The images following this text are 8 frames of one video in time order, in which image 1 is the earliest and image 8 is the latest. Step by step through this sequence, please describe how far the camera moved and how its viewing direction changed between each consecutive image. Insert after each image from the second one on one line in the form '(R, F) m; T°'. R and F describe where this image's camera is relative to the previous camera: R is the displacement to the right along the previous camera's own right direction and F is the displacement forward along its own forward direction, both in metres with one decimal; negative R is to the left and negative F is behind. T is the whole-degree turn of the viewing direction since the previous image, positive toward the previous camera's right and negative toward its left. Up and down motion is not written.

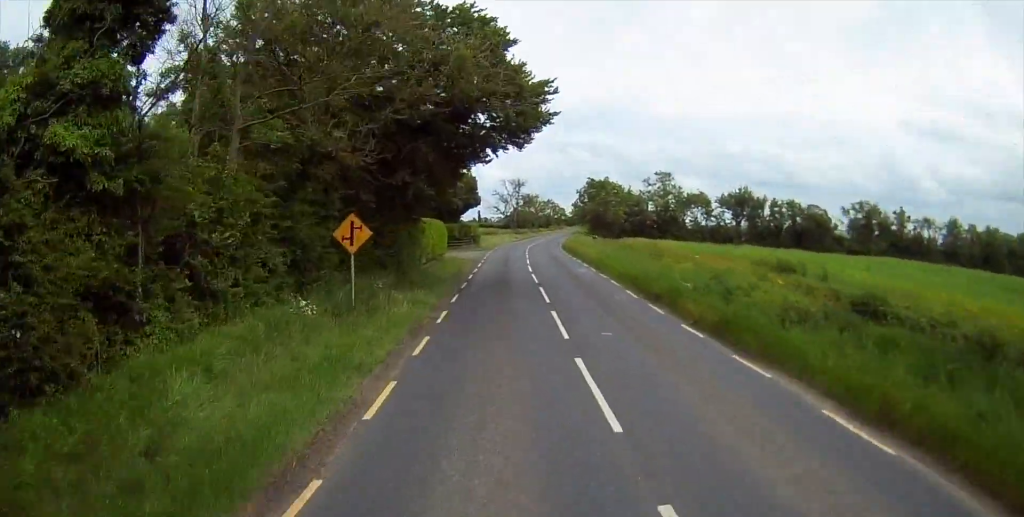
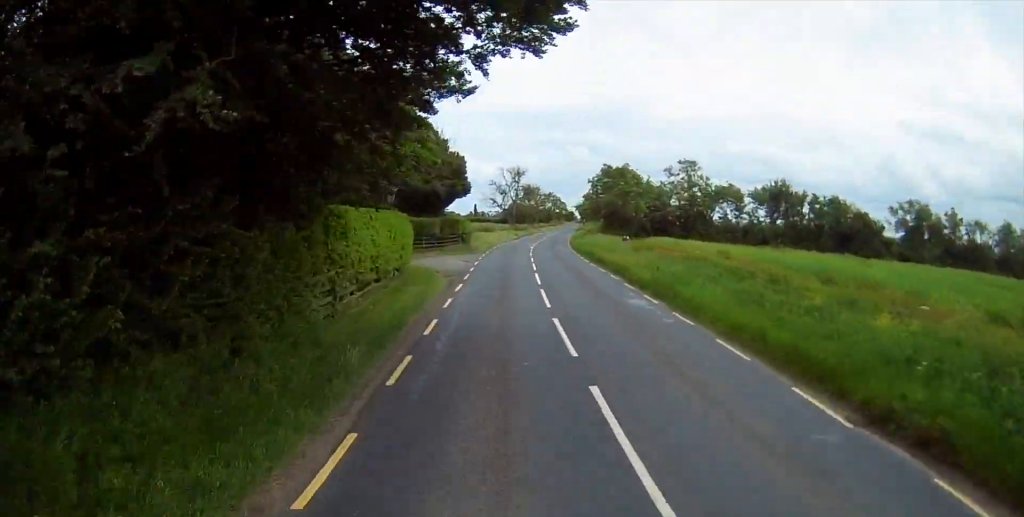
(0.0, +15.2) m; 0°
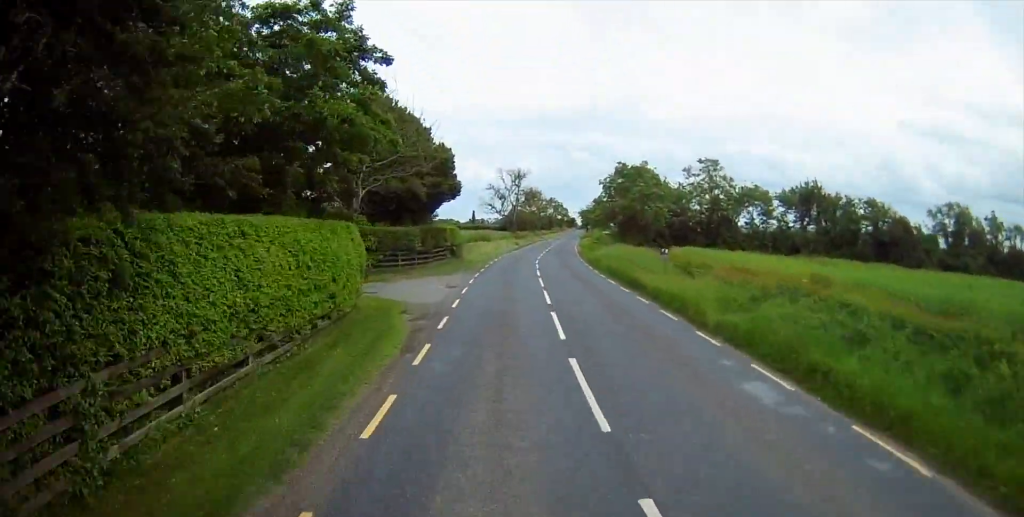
(-0.2, +10.1) m; 0°
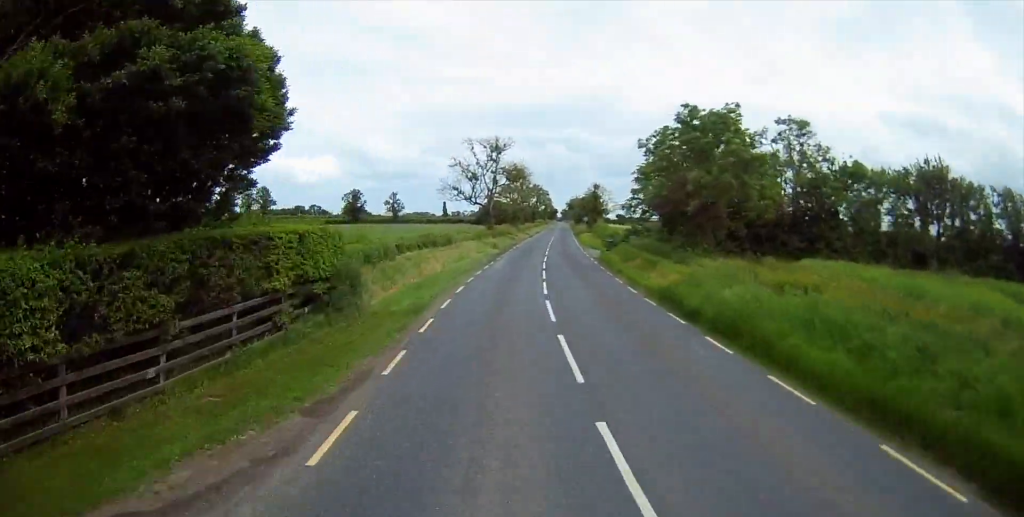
(+0.6, +29.5) m; +2°
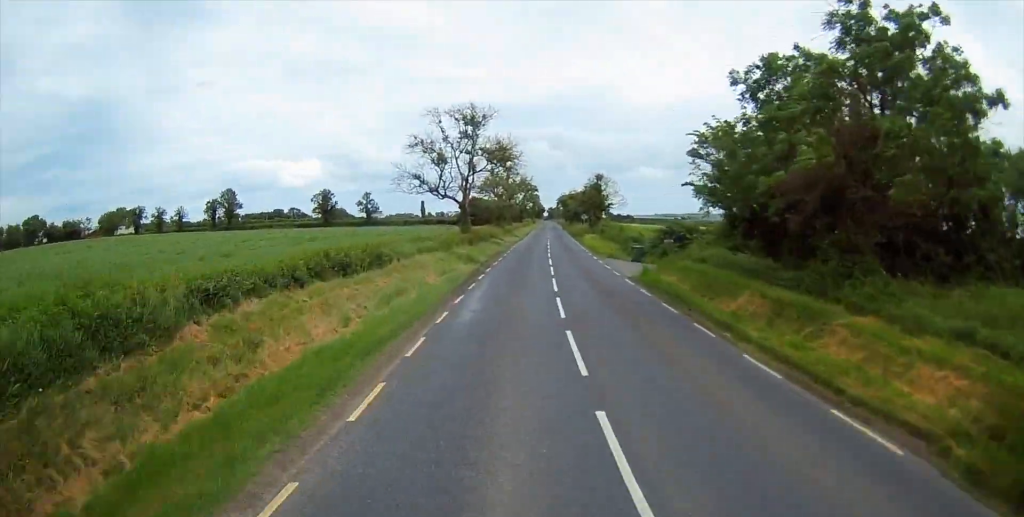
(0.0, +18.7) m; +1°
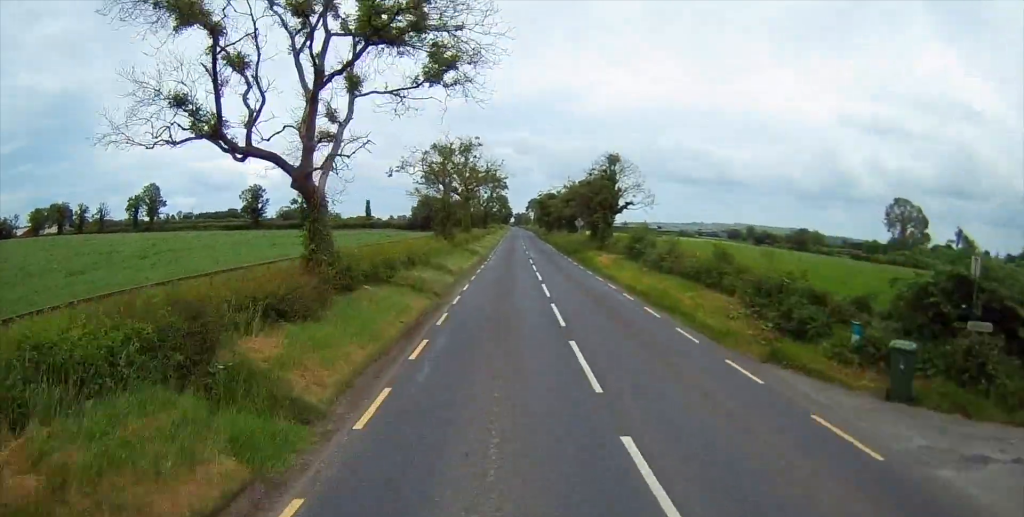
(+0.3, +32.6) m; +1°
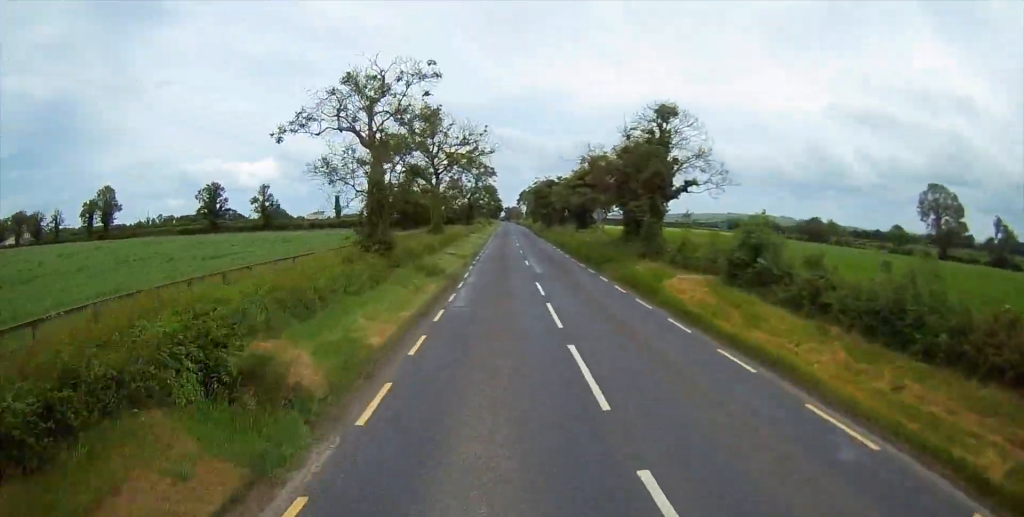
(+0.4, +20.4) m; +2°
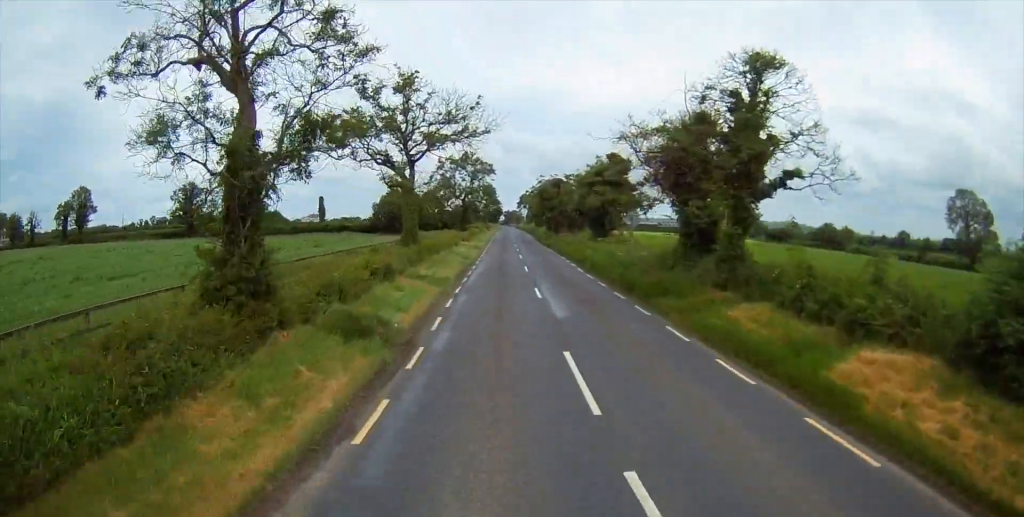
(+0.3, +12.4) m; +1°
